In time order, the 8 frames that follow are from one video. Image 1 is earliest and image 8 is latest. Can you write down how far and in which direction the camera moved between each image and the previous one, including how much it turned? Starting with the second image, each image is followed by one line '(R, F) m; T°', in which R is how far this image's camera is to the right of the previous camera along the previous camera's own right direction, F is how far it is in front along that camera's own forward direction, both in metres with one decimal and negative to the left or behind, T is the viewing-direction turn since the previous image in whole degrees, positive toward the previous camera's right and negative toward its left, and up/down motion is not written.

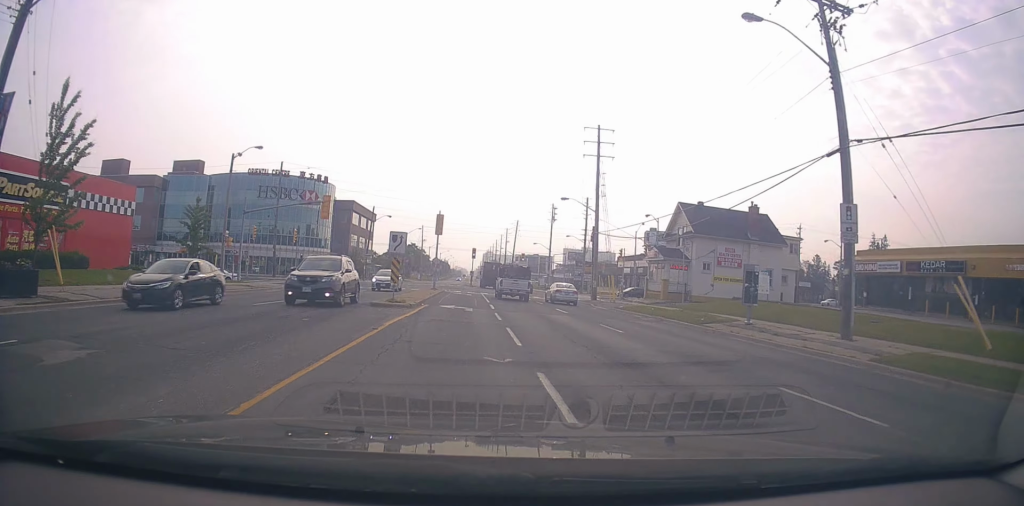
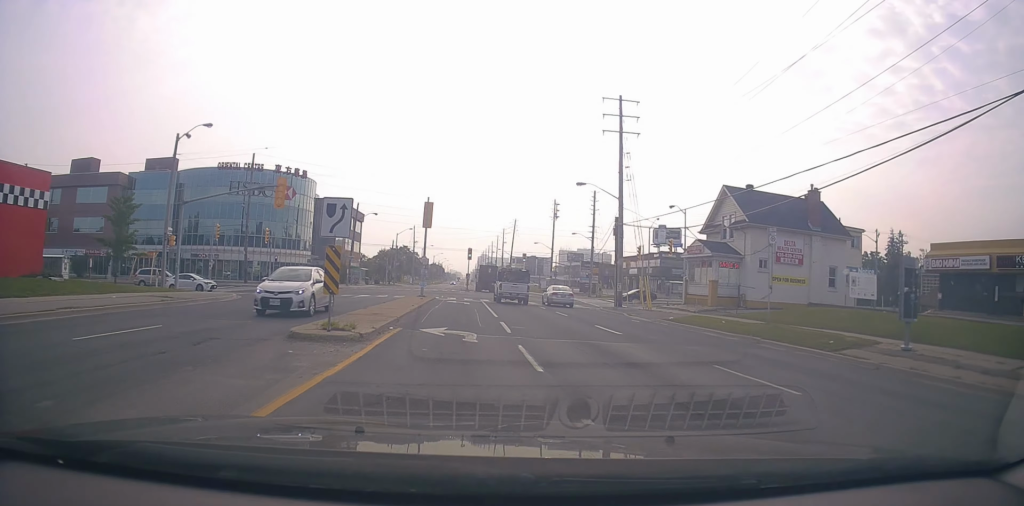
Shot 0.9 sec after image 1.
(0.0, +9.4) m; 0°
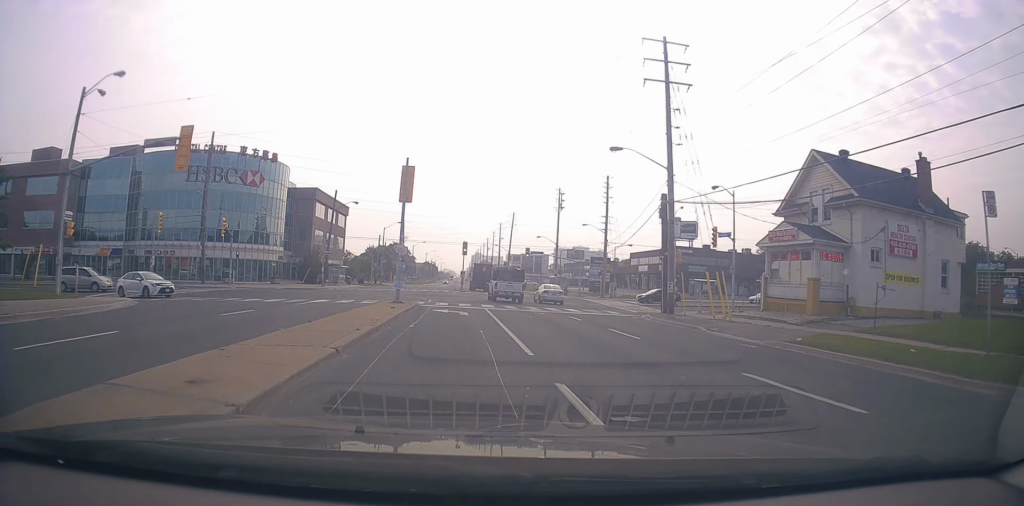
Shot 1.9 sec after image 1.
(-0.1, +11.3) m; -1°
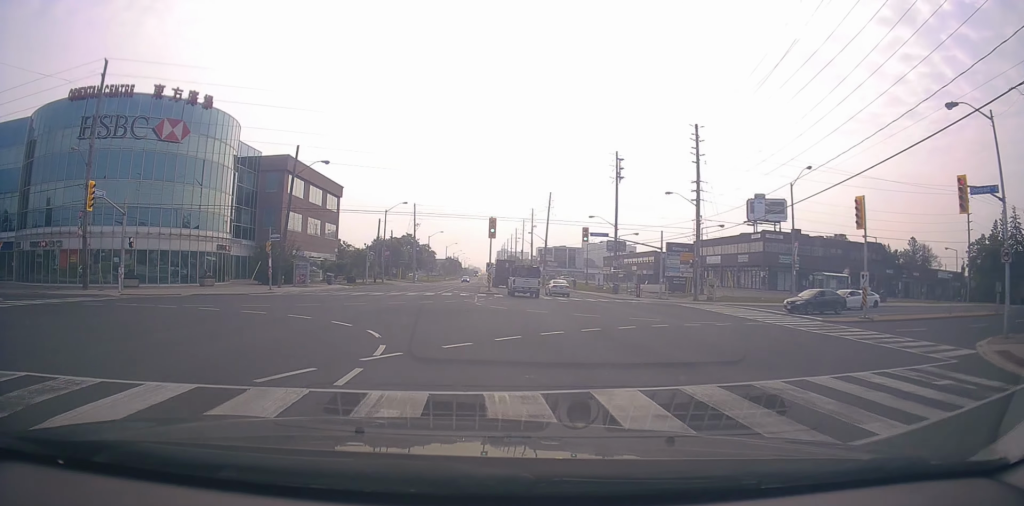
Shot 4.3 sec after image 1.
(+1.0, +24.4) m; -1°
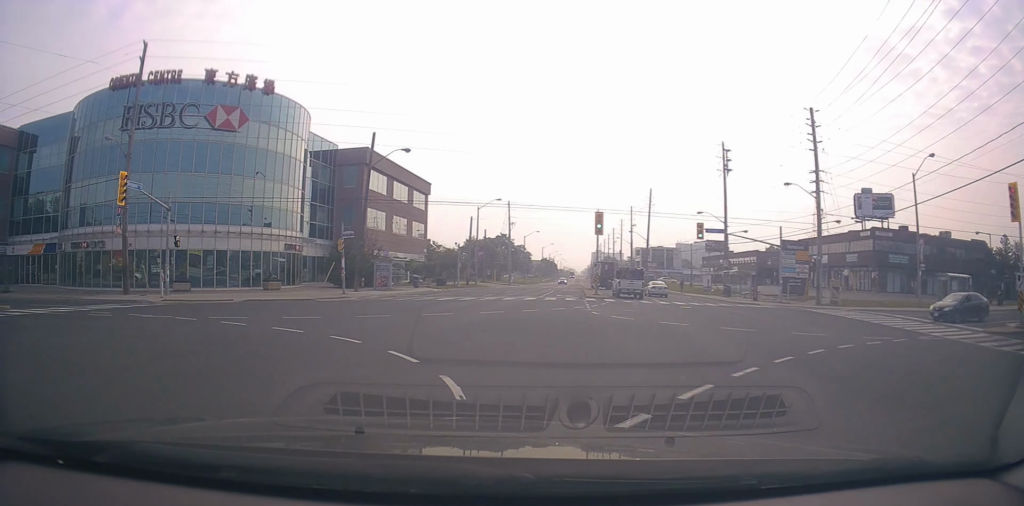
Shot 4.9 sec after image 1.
(-0.6, +5.5) m; -7°
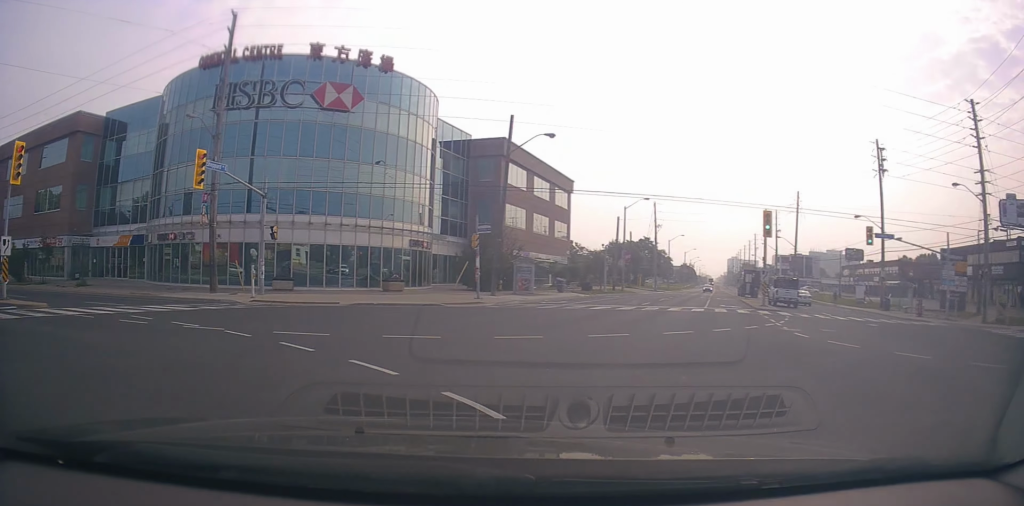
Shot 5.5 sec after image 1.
(-0.3, +5.5) m; -11°
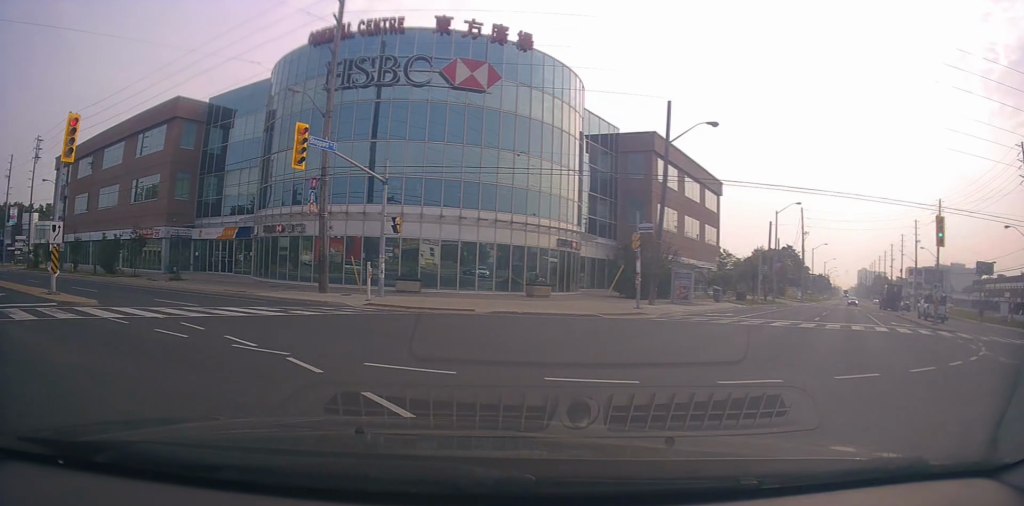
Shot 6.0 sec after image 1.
(+0.1, +4.6) m; -14°
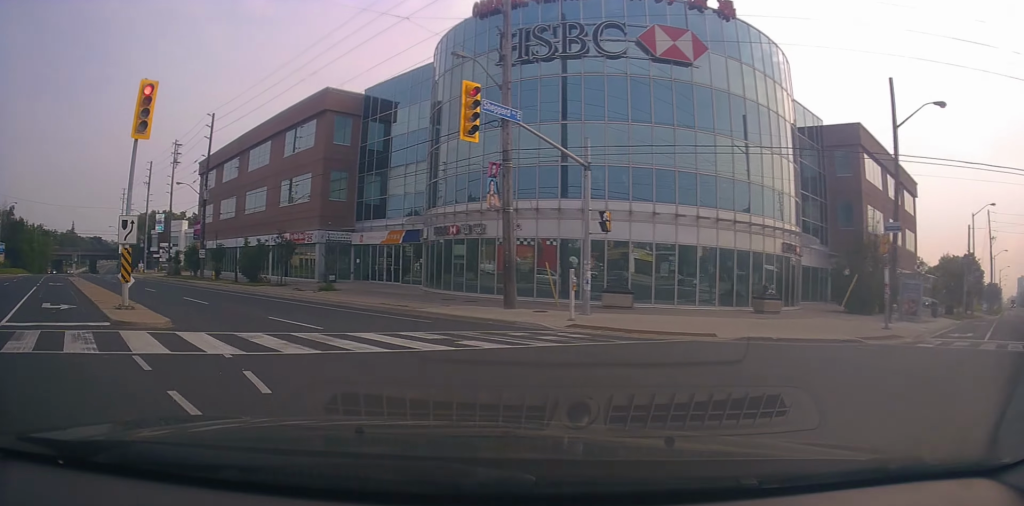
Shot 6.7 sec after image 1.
(-1.4, +5.1) m; -21°
